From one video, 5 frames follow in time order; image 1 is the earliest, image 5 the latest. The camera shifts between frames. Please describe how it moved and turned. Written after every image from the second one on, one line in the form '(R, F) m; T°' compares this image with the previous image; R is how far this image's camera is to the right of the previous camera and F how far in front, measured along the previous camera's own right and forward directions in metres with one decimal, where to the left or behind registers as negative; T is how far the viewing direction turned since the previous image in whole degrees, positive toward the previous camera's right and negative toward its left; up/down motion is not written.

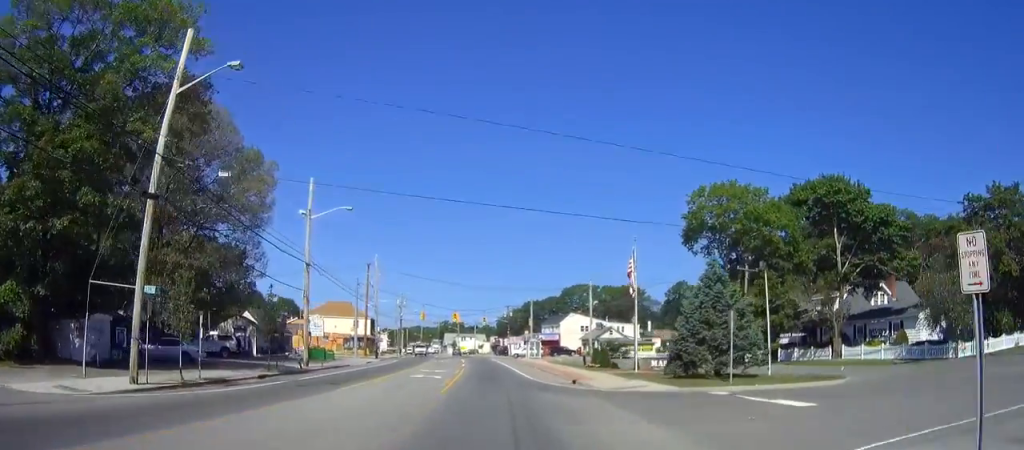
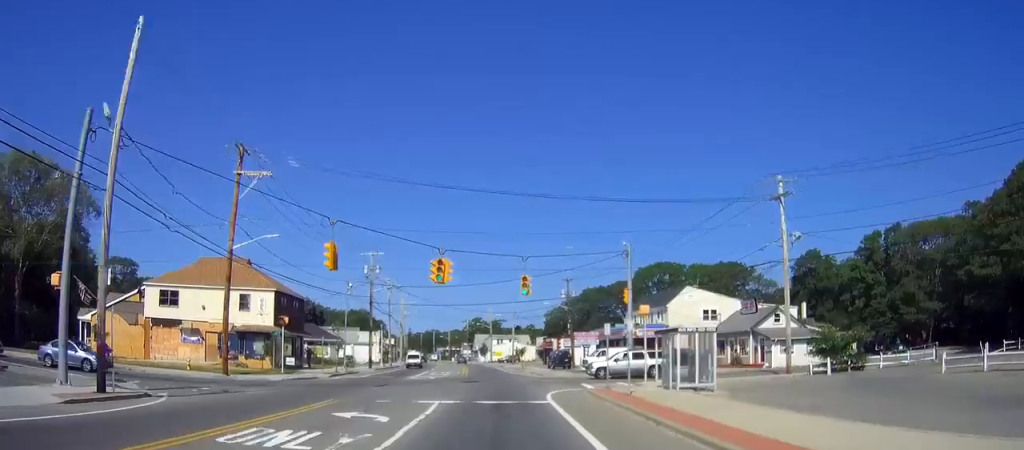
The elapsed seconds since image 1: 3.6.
(-2.3, +59.2) m; -3°
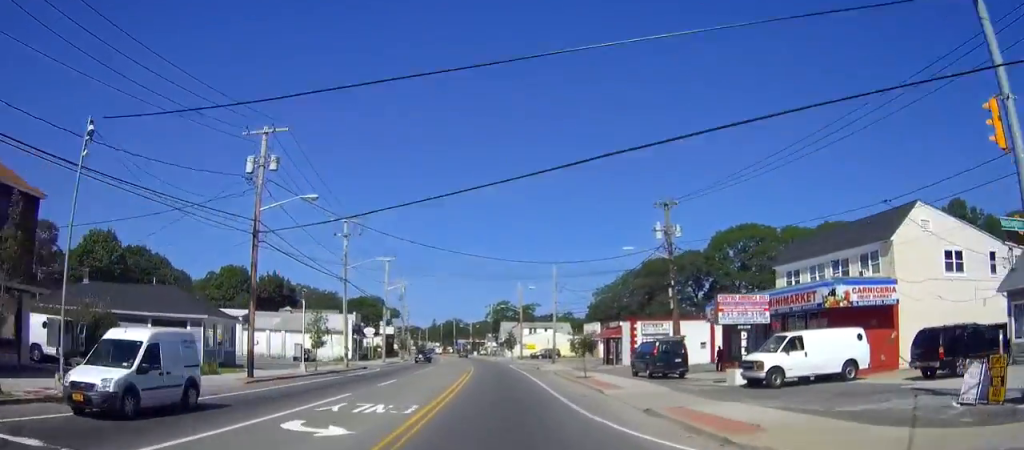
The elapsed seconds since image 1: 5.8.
(-0.8, +39.4) m; -2°
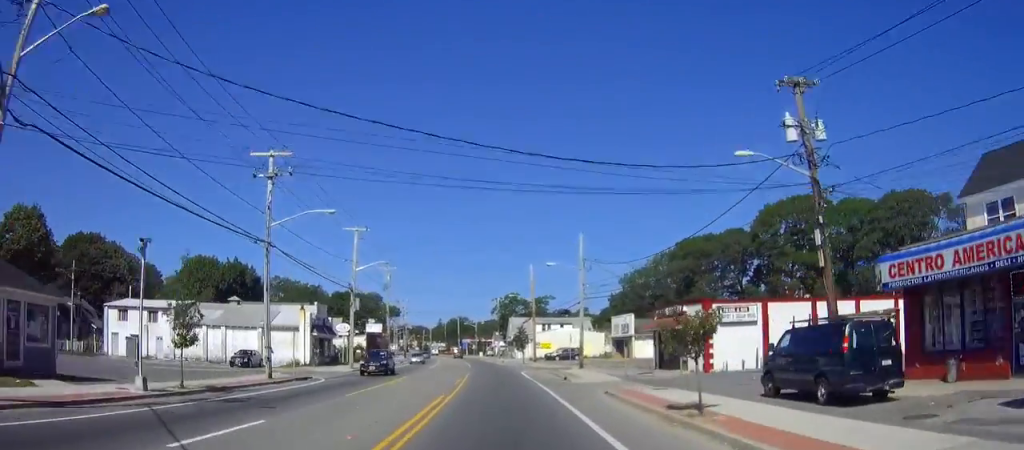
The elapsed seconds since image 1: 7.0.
(-0.2, +19.9) m; -1°
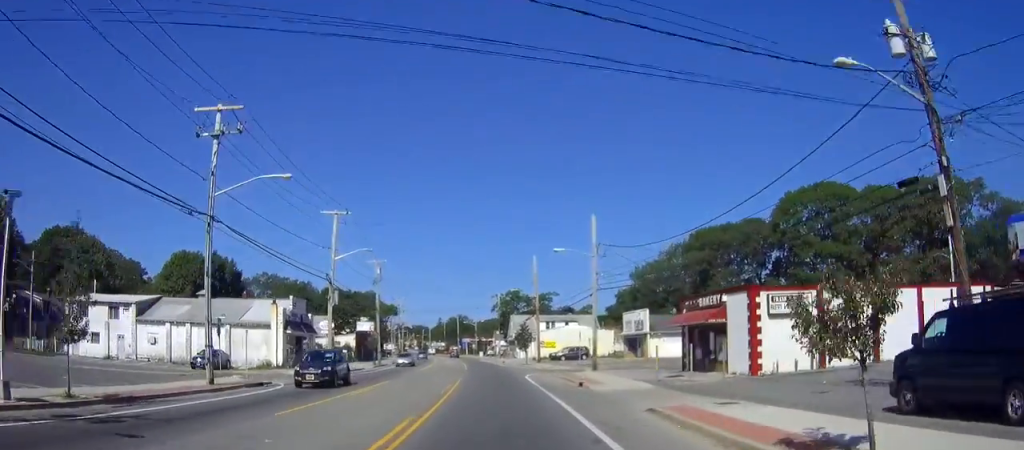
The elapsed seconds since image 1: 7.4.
(0.0, +7.5) m; -1°
